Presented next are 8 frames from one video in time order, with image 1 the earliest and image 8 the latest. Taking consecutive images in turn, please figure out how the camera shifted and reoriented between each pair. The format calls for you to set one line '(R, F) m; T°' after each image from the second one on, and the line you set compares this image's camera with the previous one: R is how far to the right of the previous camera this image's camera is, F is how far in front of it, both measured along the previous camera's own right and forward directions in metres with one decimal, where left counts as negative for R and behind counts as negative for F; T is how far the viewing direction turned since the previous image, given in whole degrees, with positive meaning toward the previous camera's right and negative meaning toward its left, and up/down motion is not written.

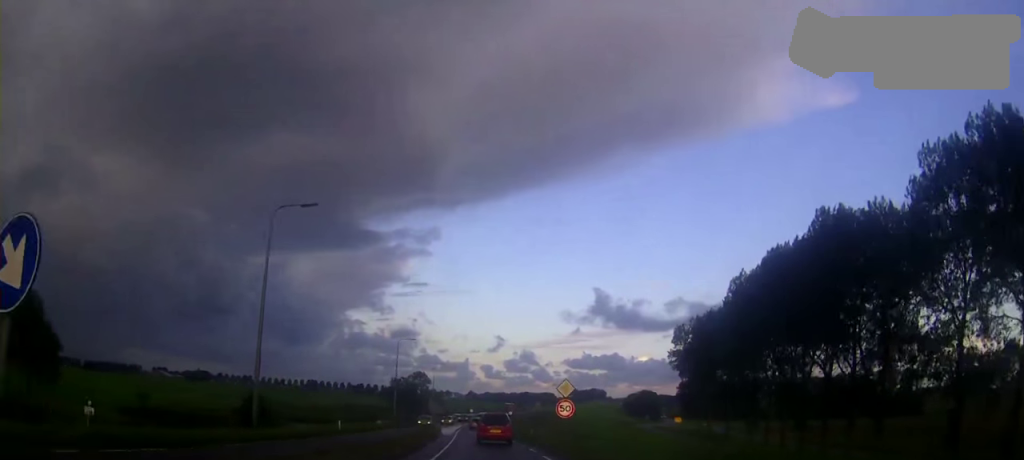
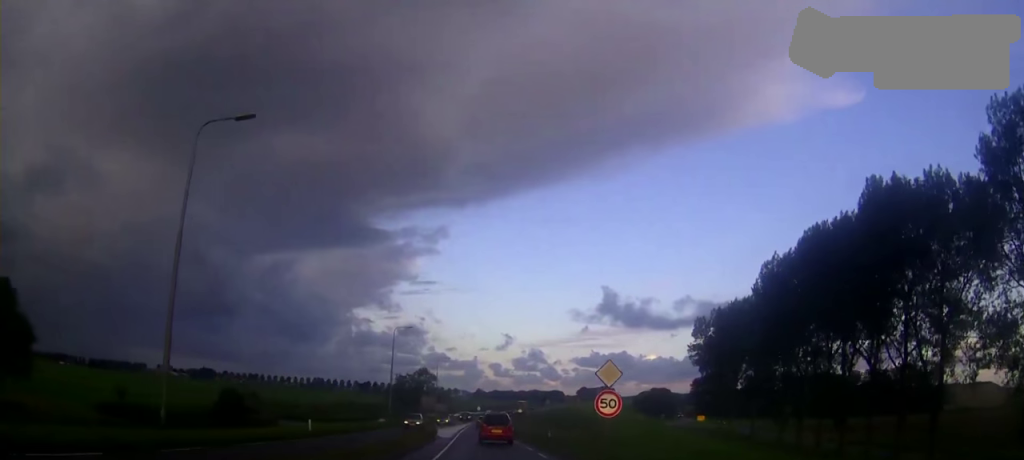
(0.0, +9.8) m; 0°
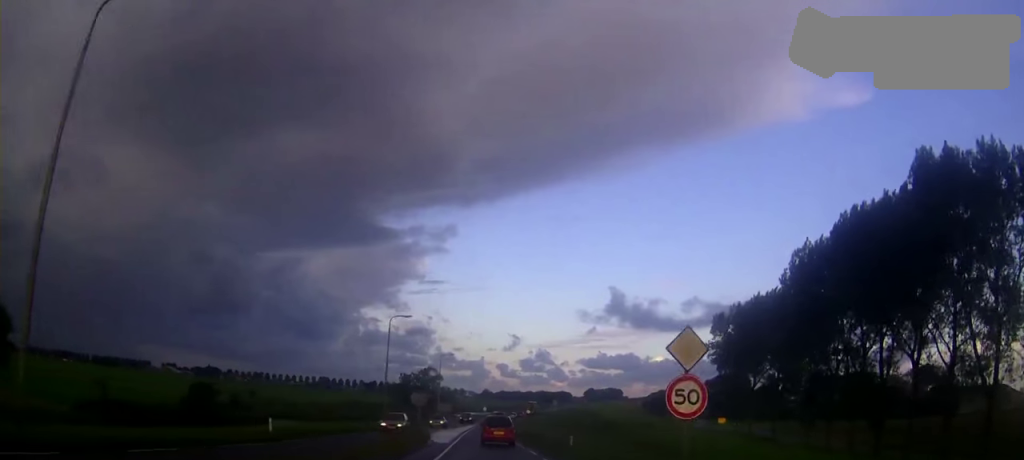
(0.0, +8.3) m; 0°
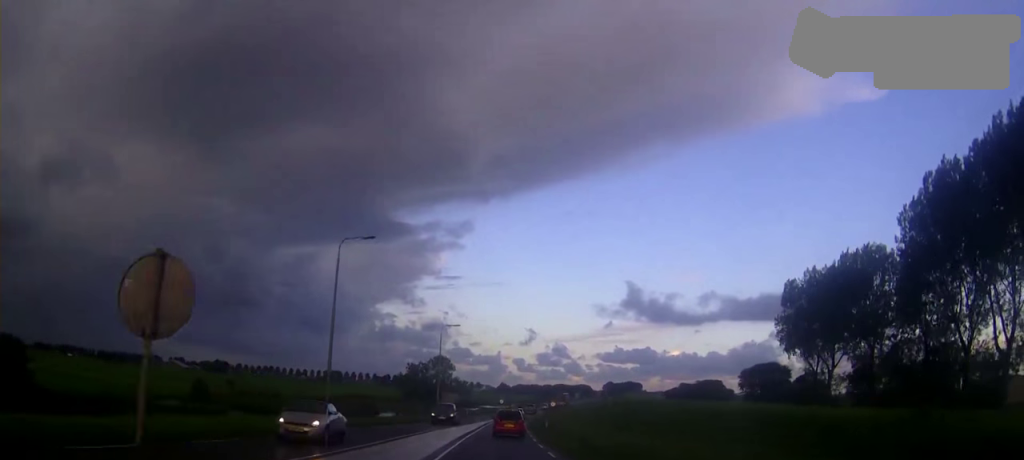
(-0.4, +27.9) m; -2°
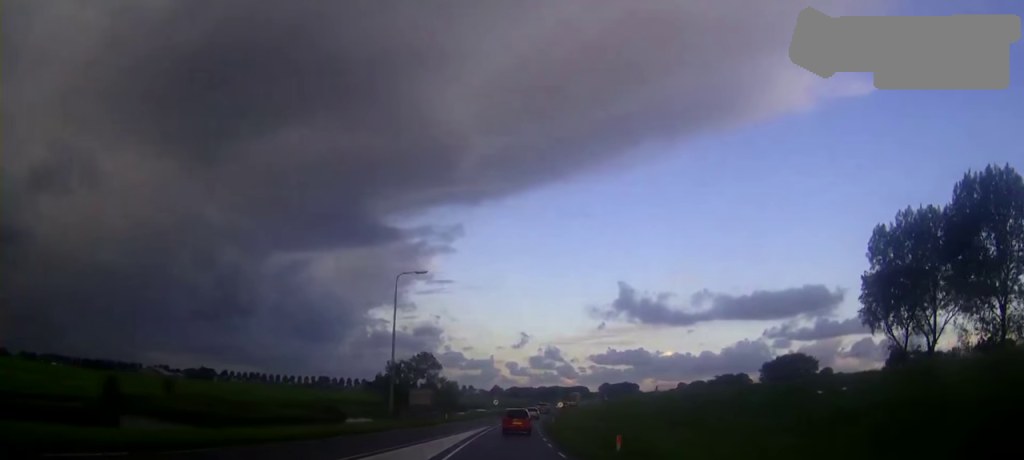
(-0.4, +31.5) m; -1°
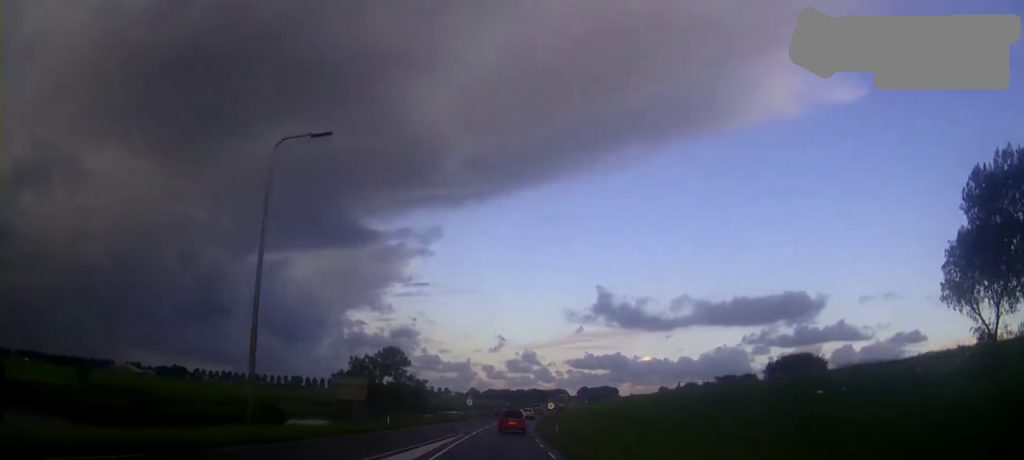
(+0.3, +25.1) m; +2°
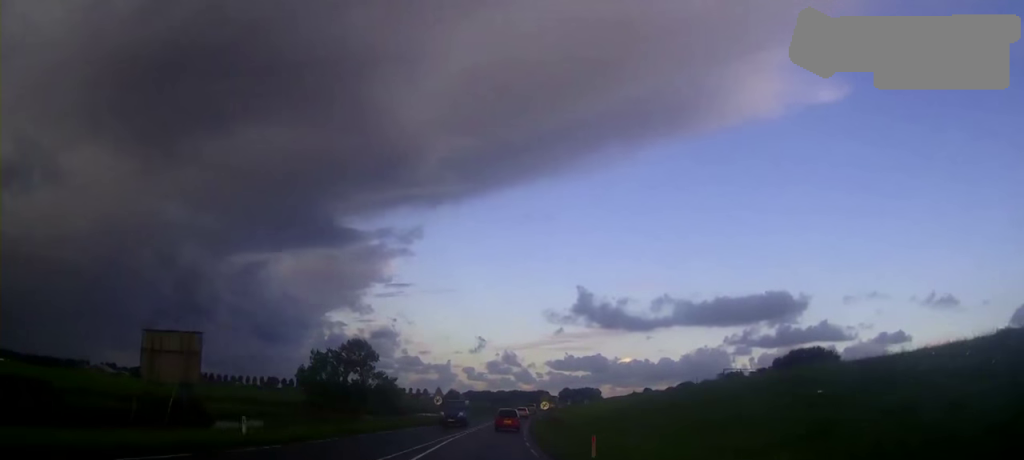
(+0.2, +22.1) m; +1°
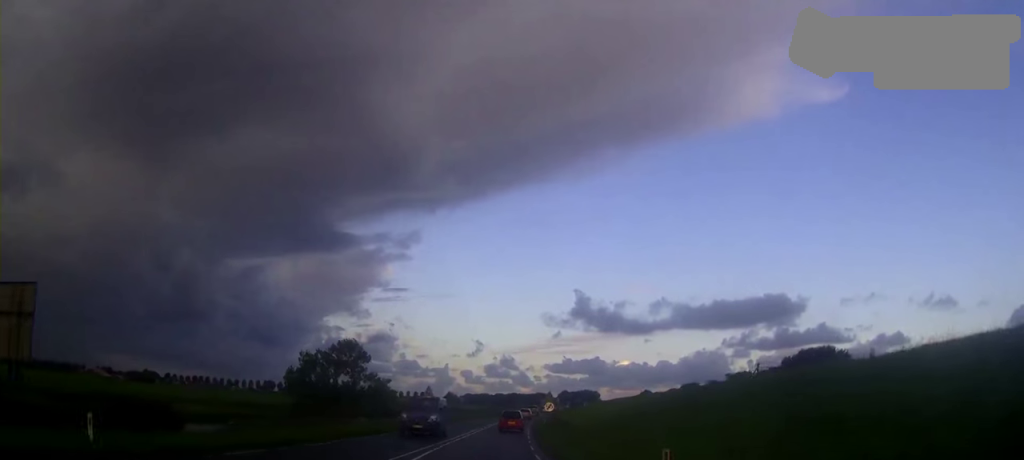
(0.0, +8.7) m; 0°
